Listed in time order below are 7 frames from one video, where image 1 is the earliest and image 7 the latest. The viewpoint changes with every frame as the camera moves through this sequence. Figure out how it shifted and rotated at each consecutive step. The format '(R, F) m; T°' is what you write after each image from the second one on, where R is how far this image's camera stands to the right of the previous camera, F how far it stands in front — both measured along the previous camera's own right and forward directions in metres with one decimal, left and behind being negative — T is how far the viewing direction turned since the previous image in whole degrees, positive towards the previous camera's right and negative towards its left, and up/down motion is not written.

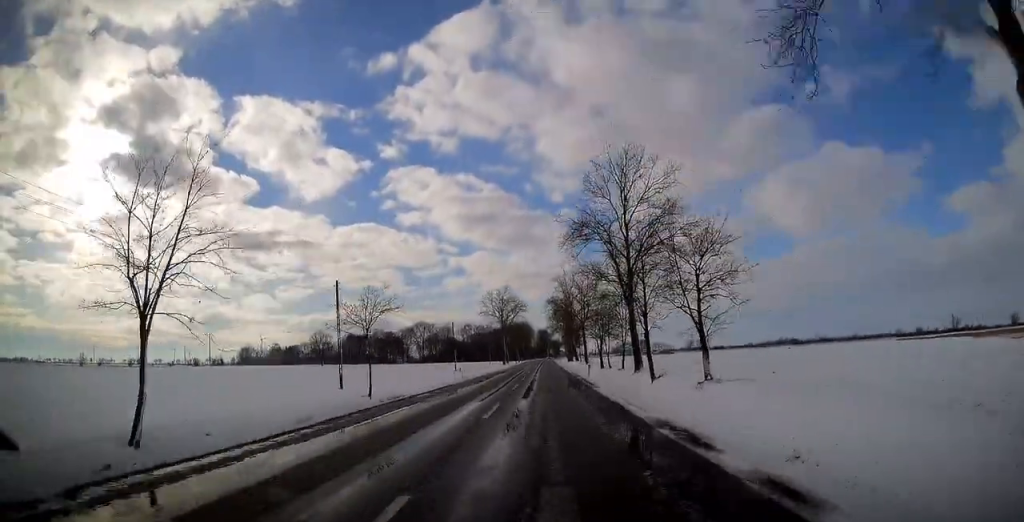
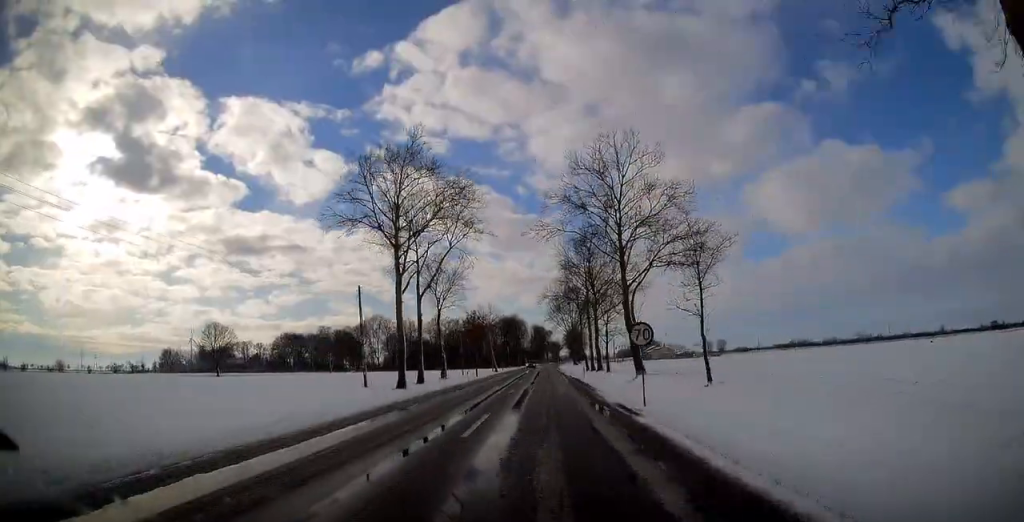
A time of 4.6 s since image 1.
(+0.2, +97.4) m; 0°
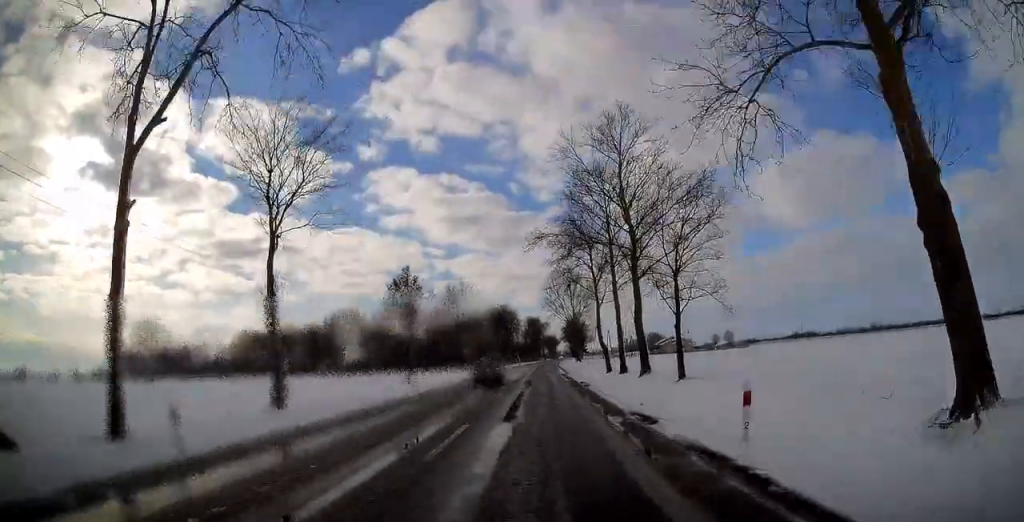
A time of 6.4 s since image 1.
(+0.1, +37.8) m; 0°
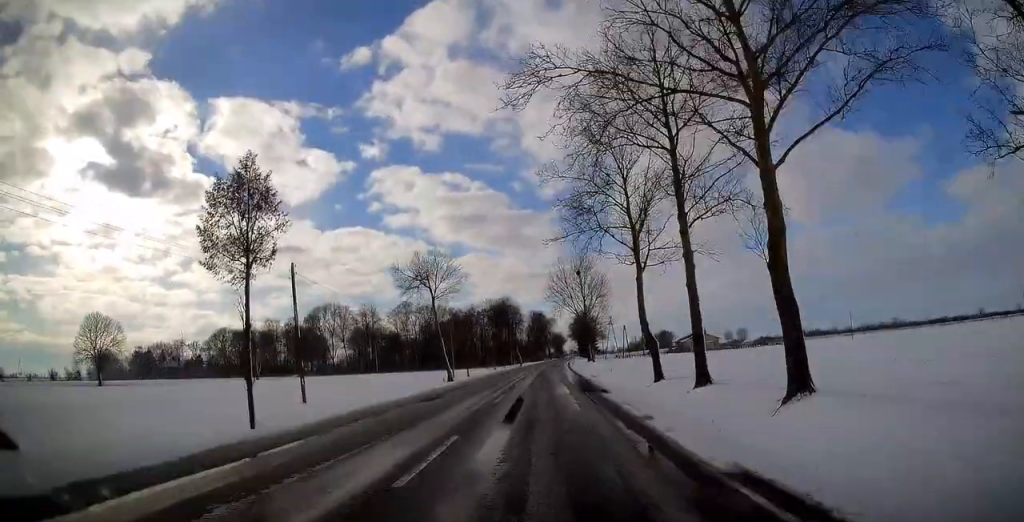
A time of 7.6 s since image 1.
(0.0, +25.2) m; 0°
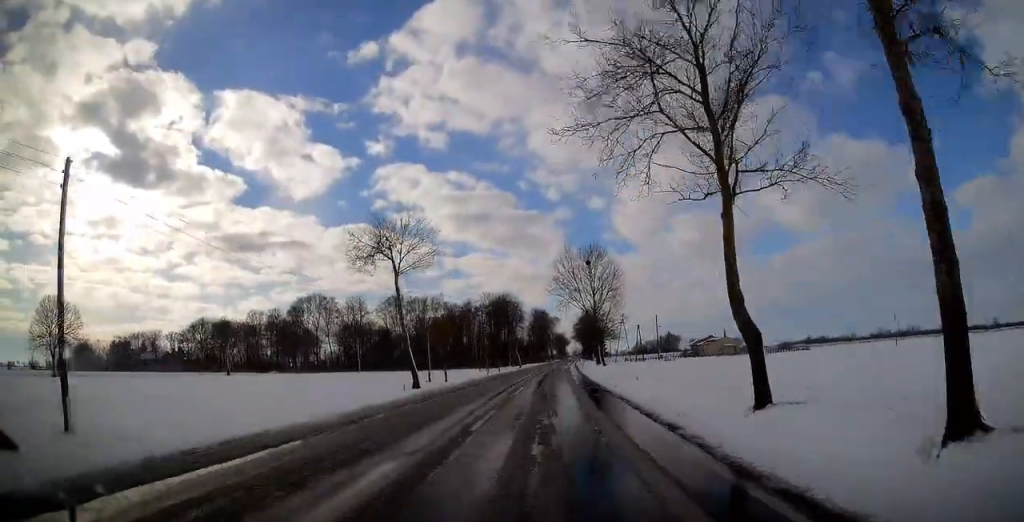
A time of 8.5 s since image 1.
(0.0, +18.2) m; 0°
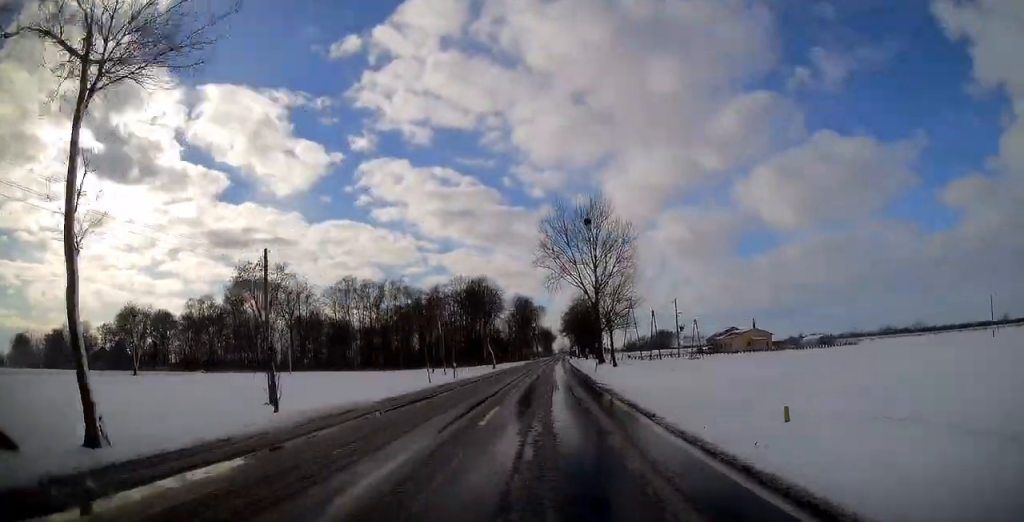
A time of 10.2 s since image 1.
(+0.2, +35.0) m; +1°
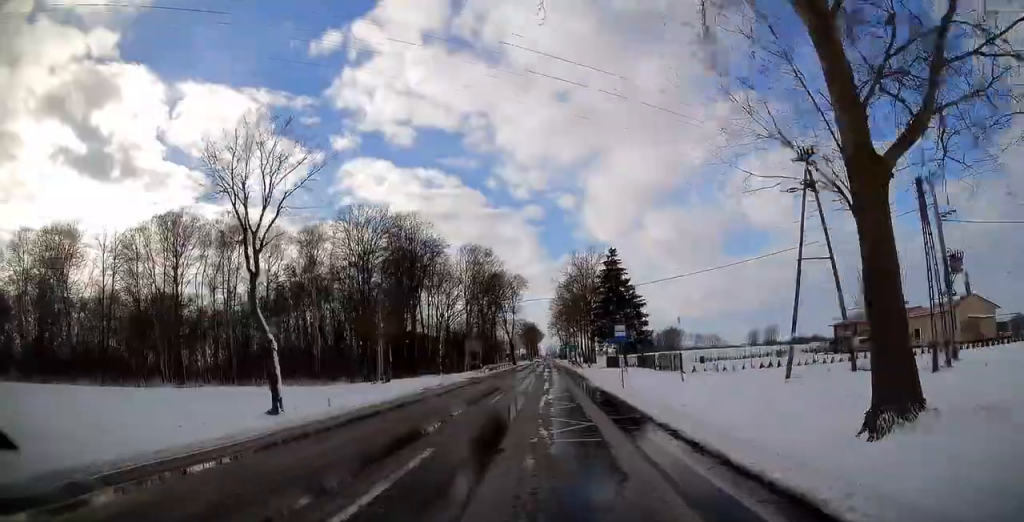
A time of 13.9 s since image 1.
(+1.0, +76.9) m; +1°
